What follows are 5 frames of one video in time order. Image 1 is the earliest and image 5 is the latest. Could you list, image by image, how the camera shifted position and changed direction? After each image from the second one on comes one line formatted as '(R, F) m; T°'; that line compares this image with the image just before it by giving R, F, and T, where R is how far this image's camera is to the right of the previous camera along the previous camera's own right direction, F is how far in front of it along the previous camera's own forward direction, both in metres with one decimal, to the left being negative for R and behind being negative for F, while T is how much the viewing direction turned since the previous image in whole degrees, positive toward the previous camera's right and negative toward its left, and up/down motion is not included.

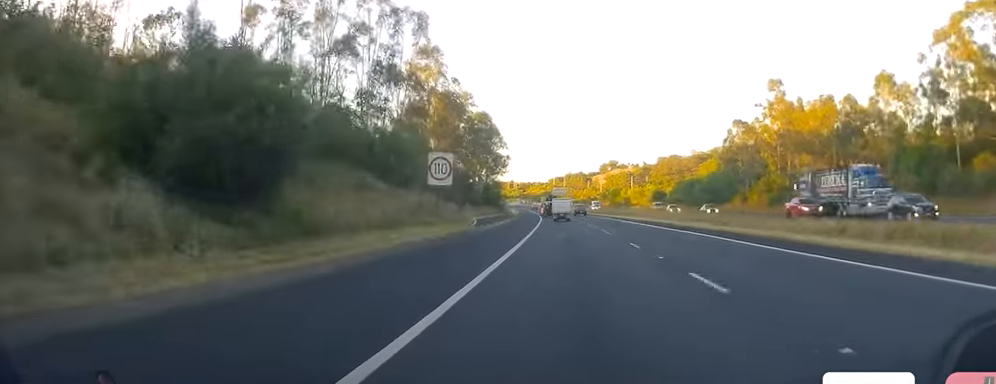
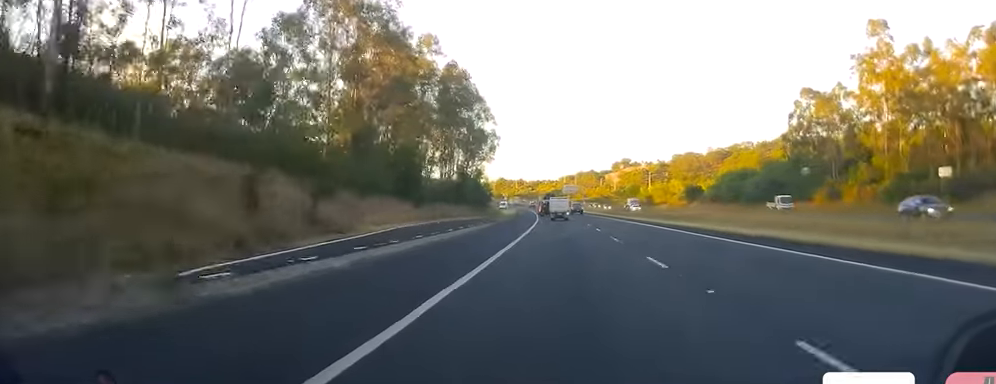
(-0.5, +43.6) m; -1°
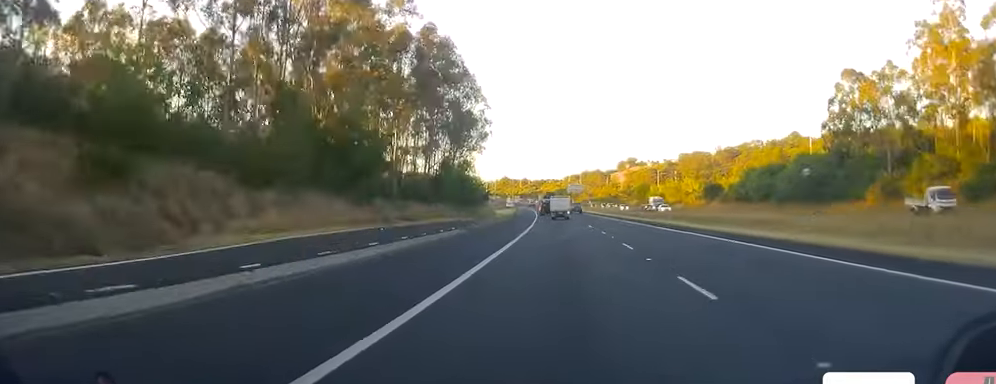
(+0.1, +17.5) m; 0°
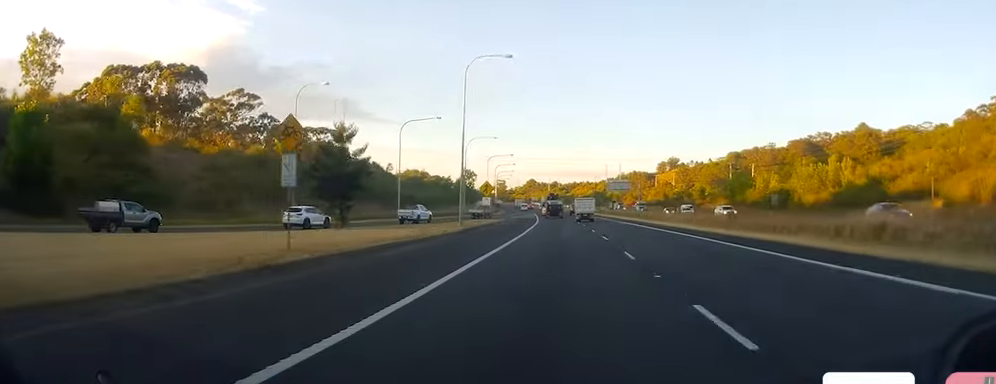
(-2.3, +111.8) m; -3°
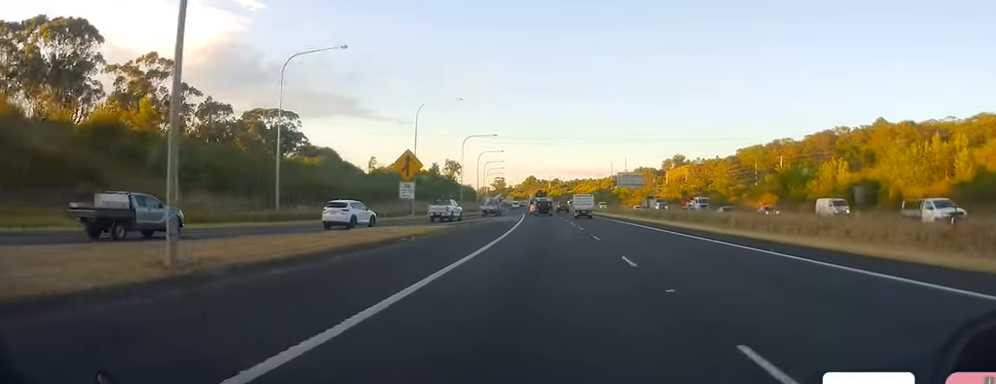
(-0.7, +39.1) m; -1°
